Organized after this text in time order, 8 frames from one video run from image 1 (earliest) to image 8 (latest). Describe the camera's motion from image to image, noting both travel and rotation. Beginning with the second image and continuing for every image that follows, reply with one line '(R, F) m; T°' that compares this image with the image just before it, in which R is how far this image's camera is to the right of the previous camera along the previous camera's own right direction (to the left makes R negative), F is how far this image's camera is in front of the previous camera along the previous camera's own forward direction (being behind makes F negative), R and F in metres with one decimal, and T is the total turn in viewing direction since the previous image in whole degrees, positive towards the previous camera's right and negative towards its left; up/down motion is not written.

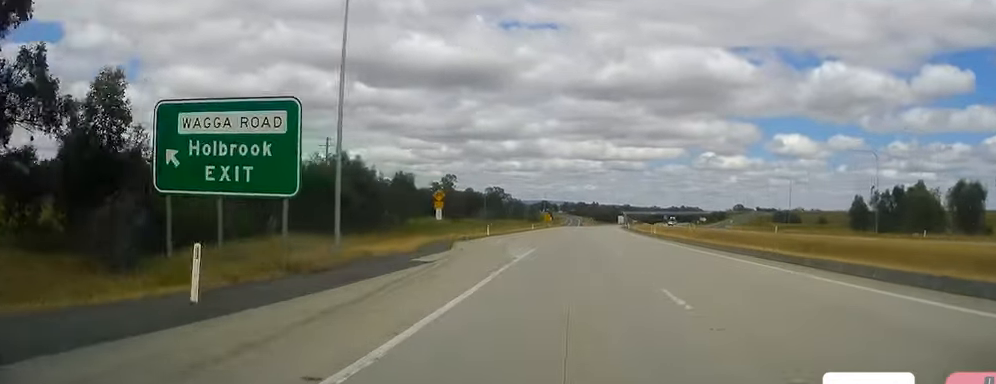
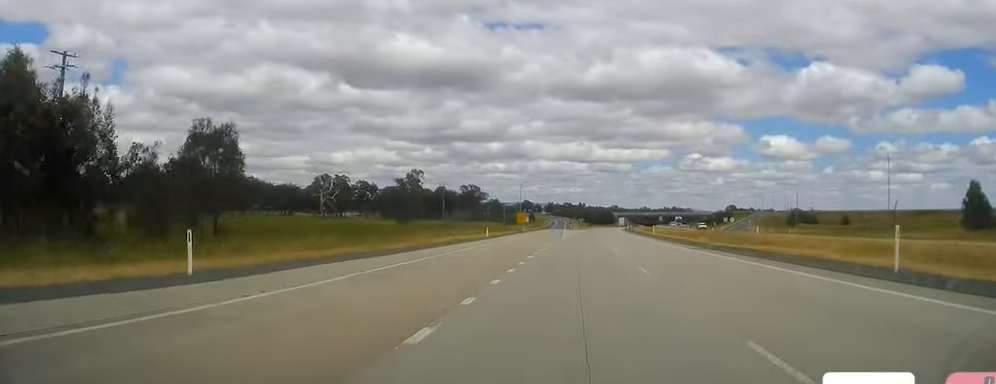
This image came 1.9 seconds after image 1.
(-0.2, +54.5) m; 0°
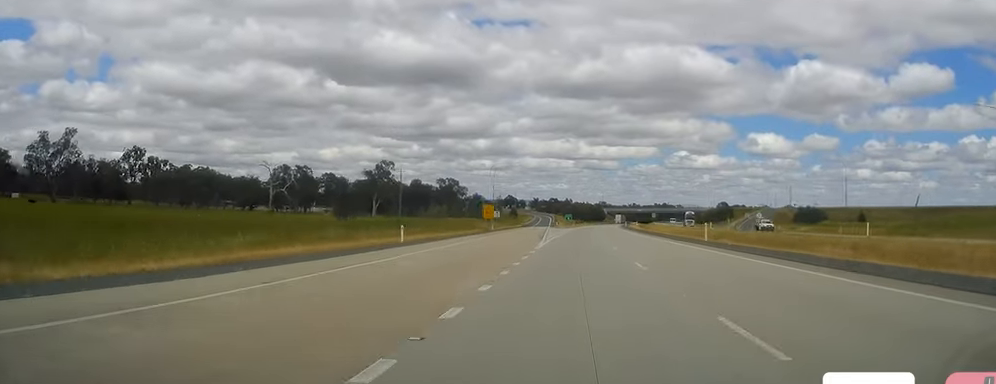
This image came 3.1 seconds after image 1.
(+0.5, +34.4) m; +2°
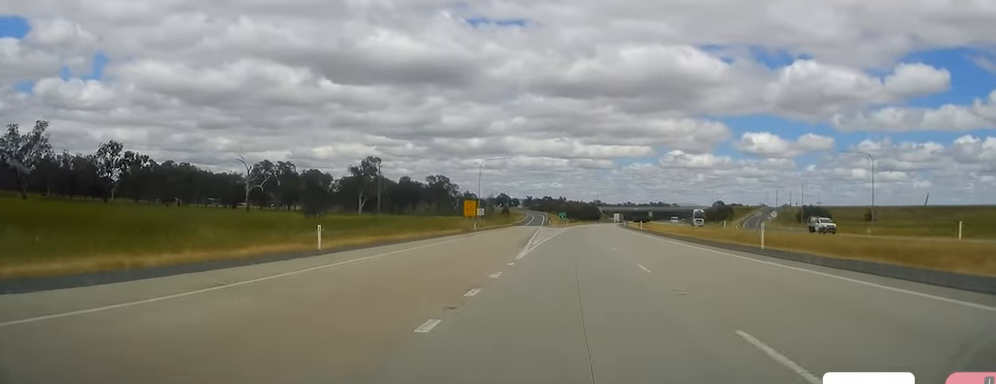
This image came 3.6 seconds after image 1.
(0.0, +13.4) m; +1°
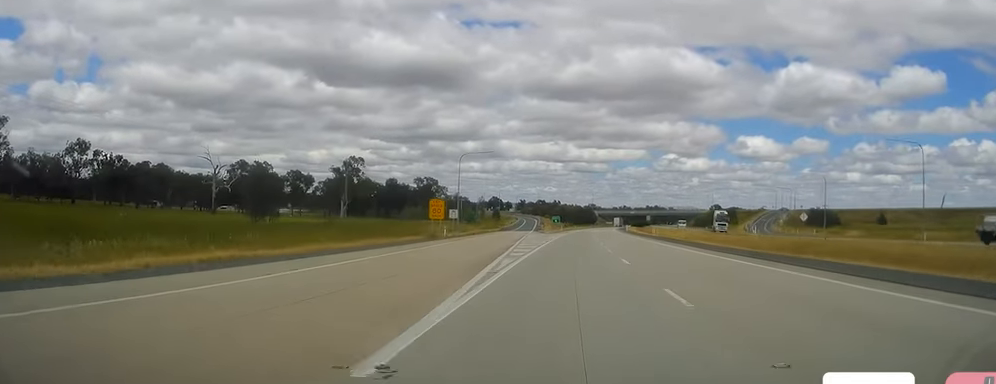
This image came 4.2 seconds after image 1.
(+0.4, +18.2) m; +1°
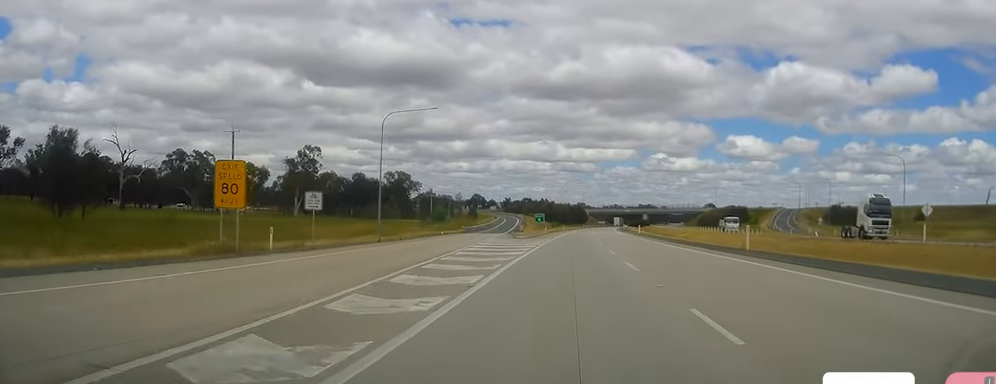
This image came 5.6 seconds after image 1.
(0.0, +40.1) m; 0°
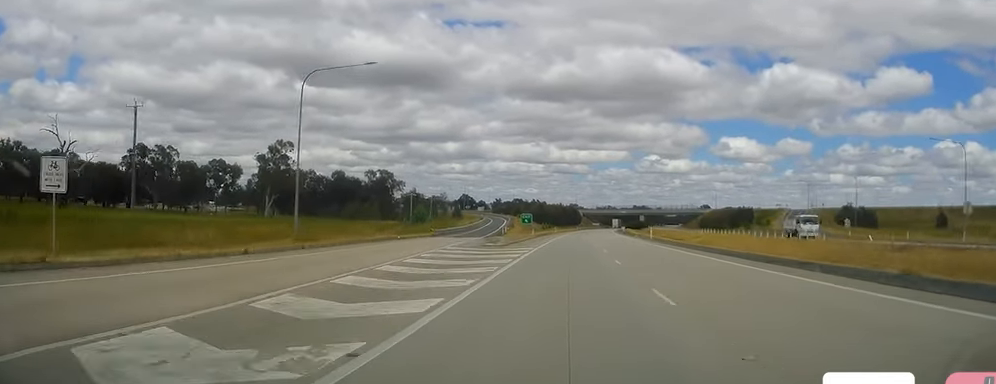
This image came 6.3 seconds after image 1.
(+0.1, +20.1) m; +1°
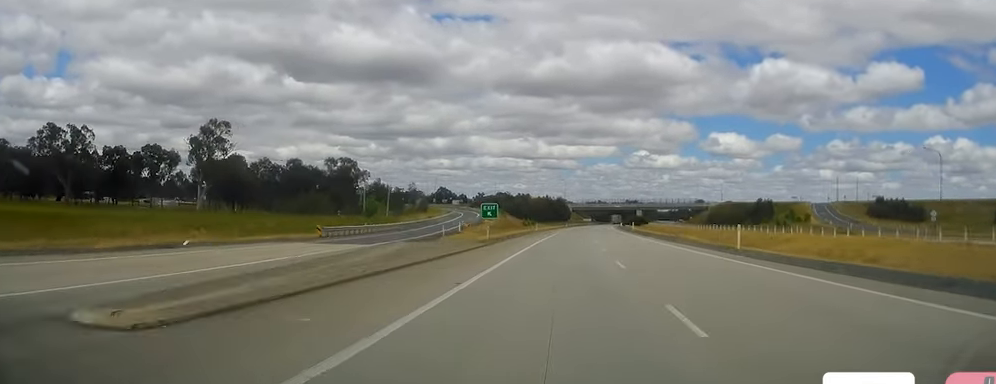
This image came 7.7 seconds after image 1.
(+0.2, +40.1) m; 0°
